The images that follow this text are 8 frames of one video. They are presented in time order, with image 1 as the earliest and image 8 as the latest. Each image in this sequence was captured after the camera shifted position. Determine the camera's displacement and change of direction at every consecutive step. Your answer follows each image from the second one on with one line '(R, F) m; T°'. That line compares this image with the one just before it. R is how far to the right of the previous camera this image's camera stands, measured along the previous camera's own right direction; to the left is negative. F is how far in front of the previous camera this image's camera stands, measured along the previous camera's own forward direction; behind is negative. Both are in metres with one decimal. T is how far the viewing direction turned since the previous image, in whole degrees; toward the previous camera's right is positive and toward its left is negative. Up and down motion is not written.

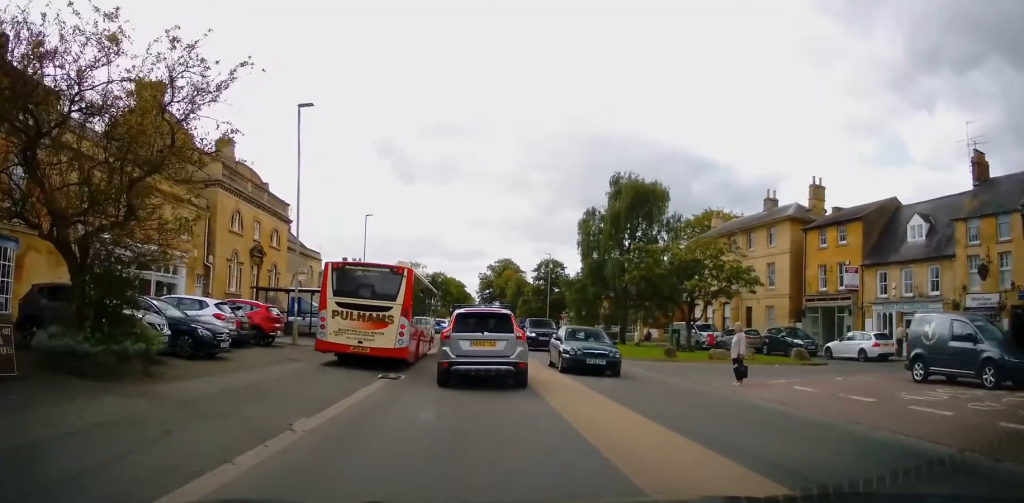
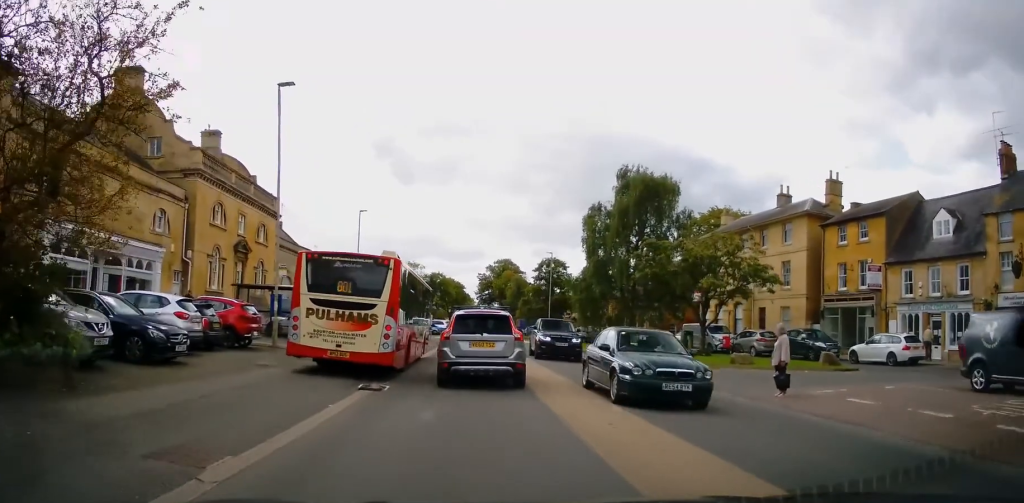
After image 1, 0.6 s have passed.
(0.0, +2.8) m; -1°
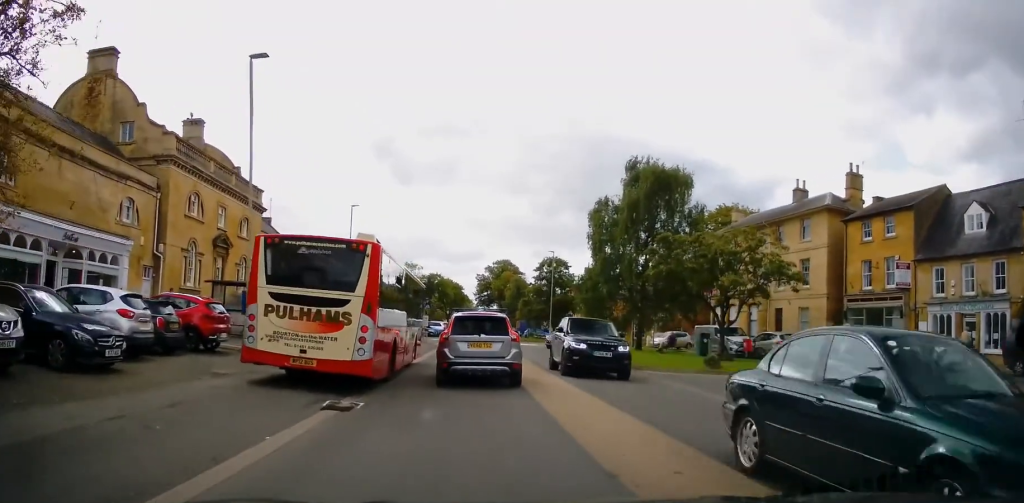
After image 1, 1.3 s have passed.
(0.0, +3.2) m; -1°
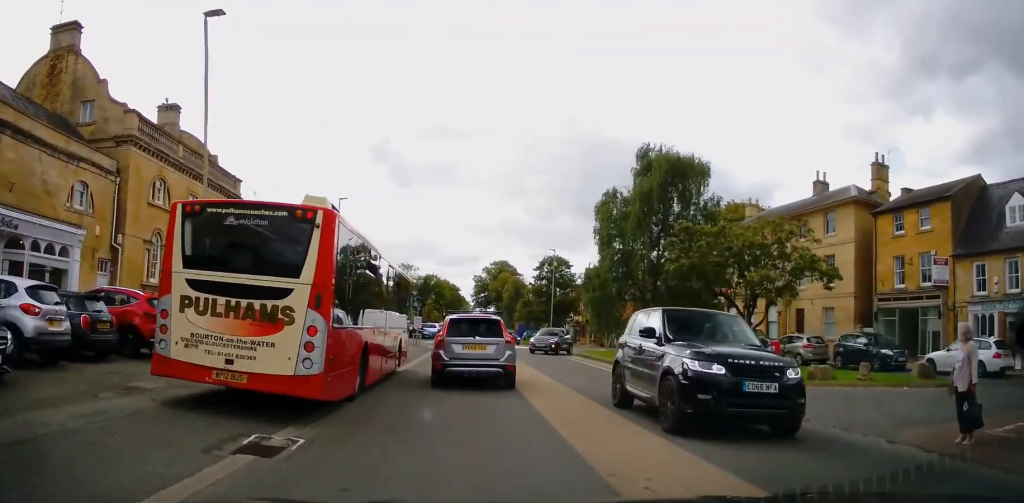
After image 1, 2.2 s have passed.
(-0.1, +3.5) m; 0°
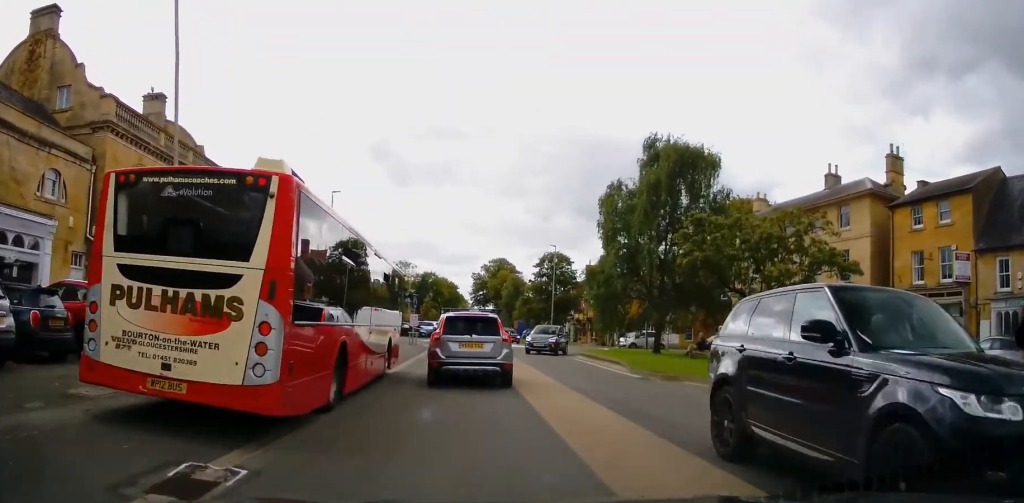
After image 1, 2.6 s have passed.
(0.0, +1.6) m; 0°
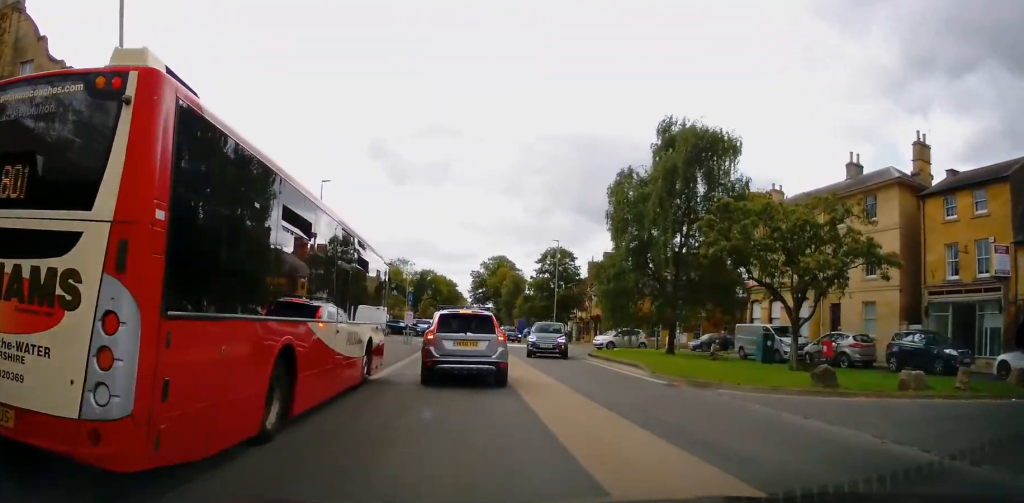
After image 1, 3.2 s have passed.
(0.0, +2.6) m; 0°
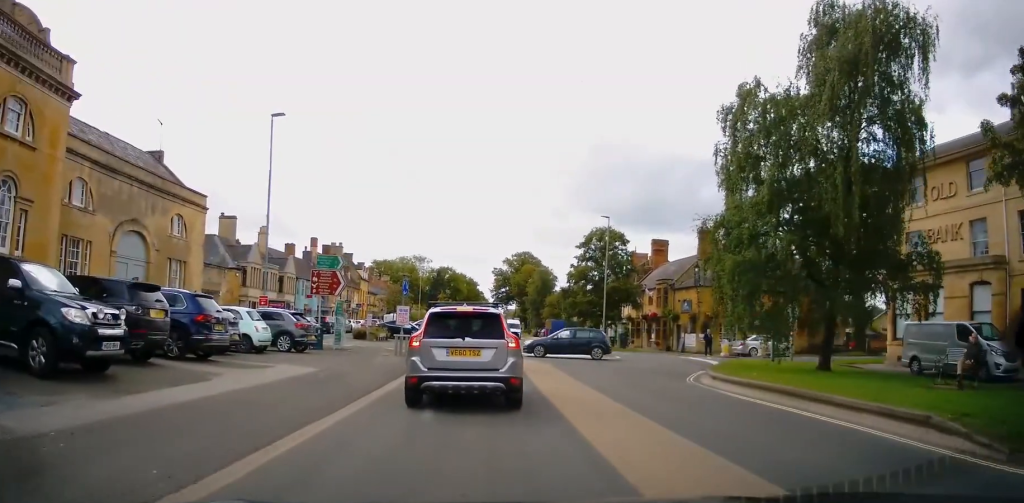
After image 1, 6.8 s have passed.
(-0.5, +13.7) m; -4°
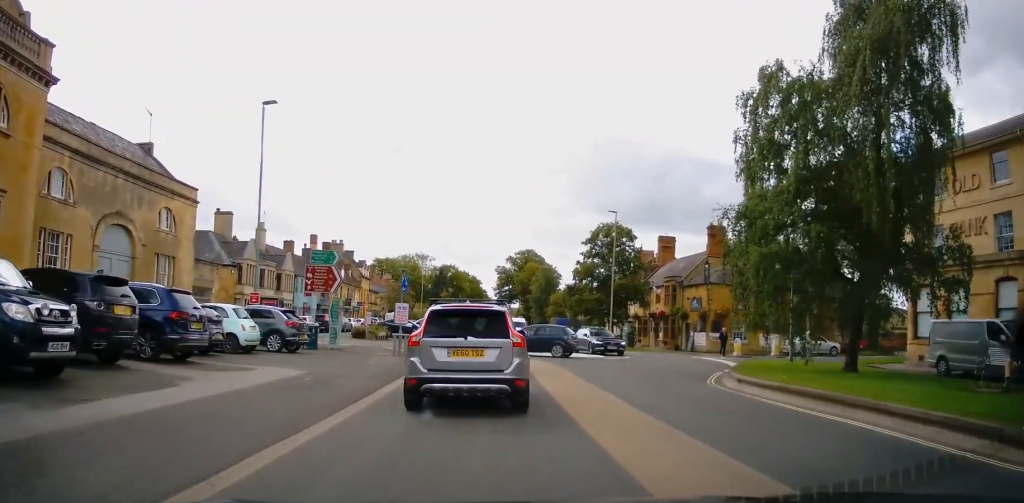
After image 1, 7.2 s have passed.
(0.0, +1.4) m; 0°
